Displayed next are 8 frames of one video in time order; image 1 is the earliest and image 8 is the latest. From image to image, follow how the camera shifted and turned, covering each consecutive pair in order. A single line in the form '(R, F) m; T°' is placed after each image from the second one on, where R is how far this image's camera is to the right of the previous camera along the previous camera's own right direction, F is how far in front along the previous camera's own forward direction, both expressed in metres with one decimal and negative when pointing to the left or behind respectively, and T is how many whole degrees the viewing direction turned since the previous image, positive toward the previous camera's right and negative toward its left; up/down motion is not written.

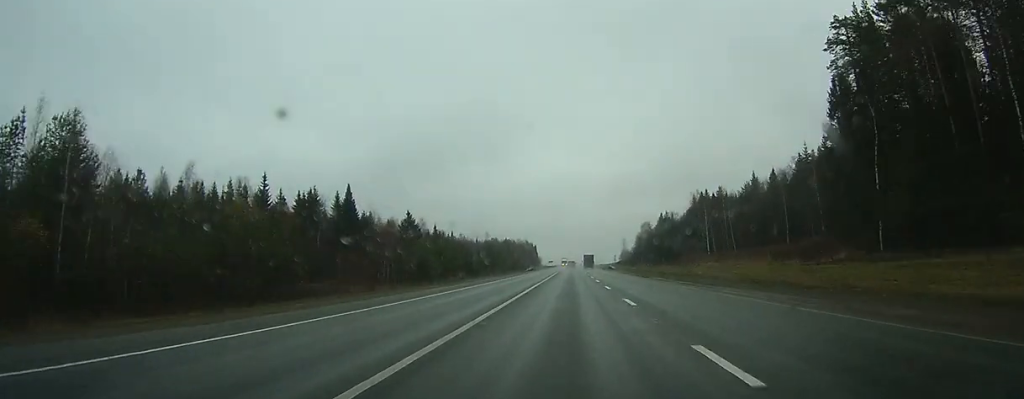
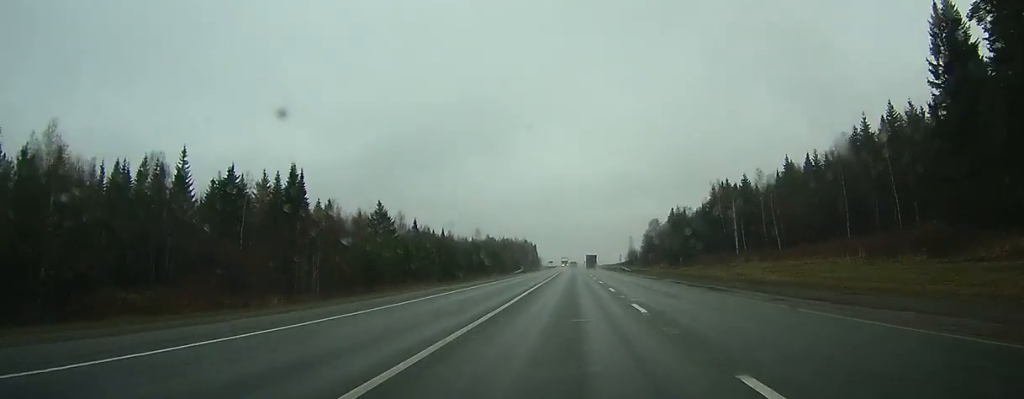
(0.0, +26.0) m; 0°
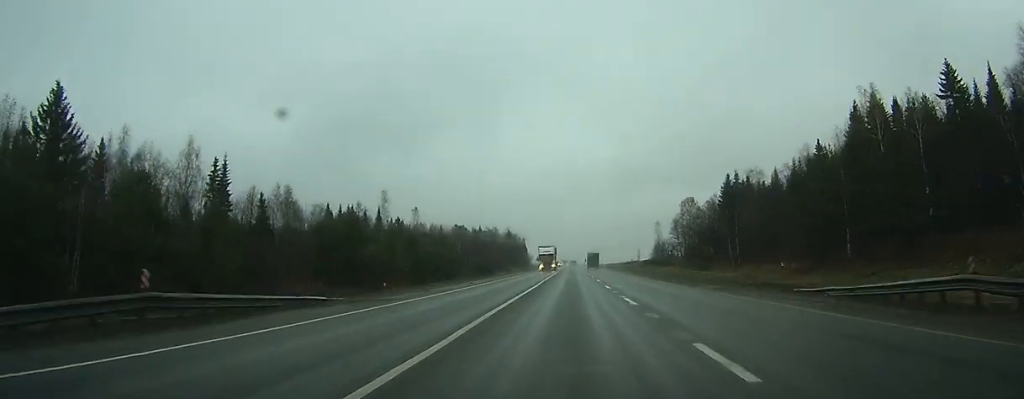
(-0.1, +92.6) m; 0°
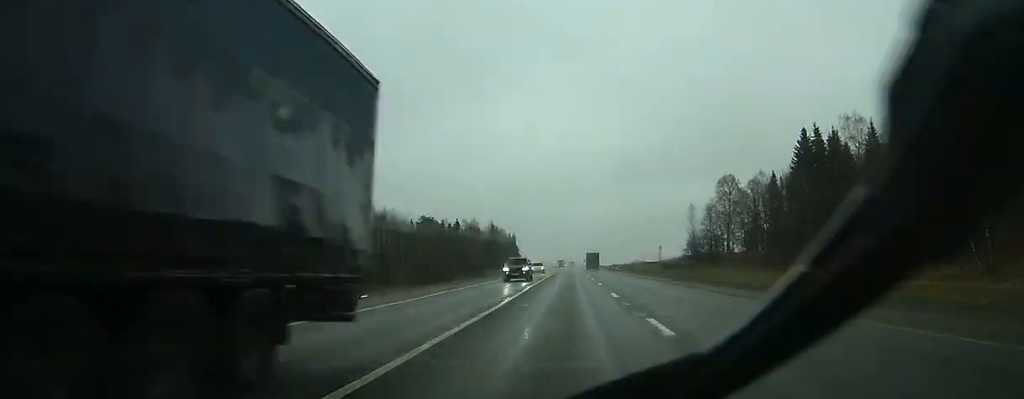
(+0.2, +55.2) m; 0°
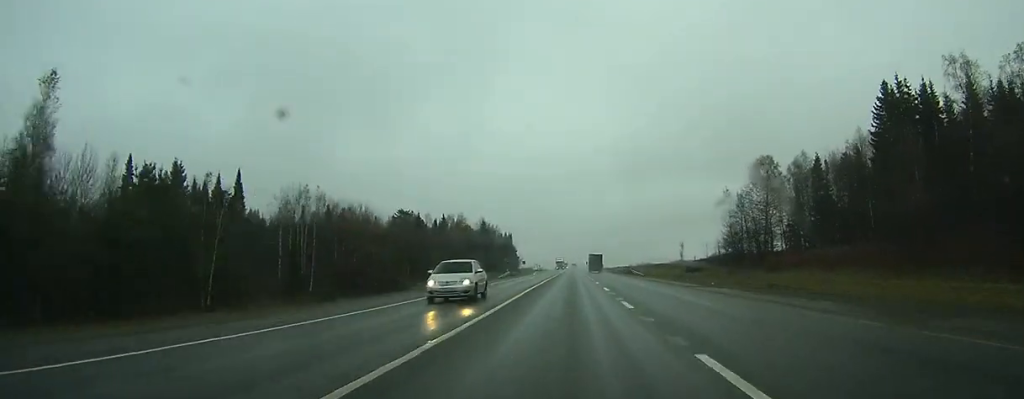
(0.0, +29.2) m; 0°
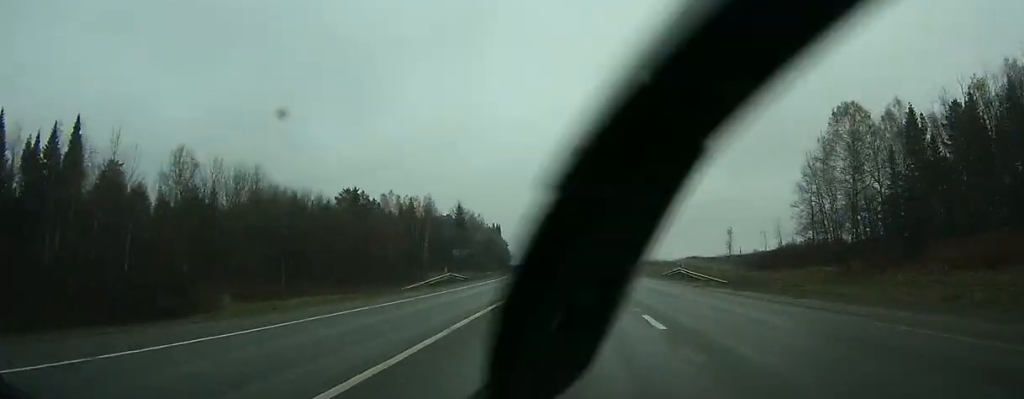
(+0.1, +41.8) m; 0°
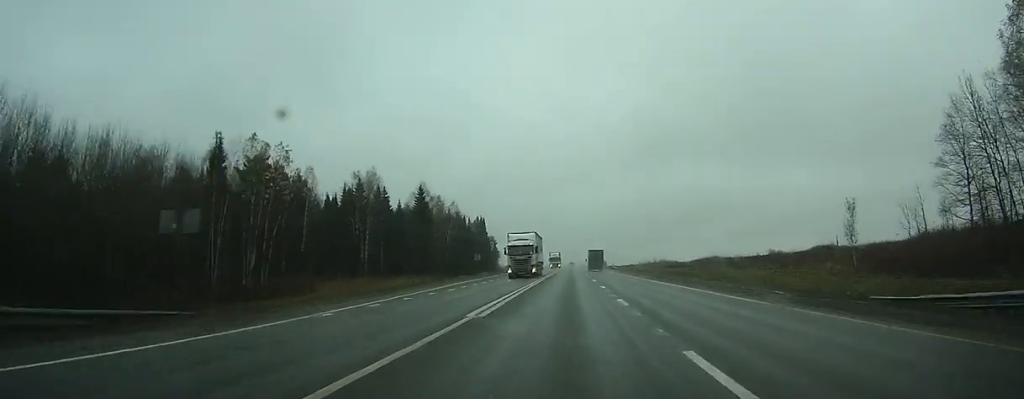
(0.0, +41.4) m; 0°
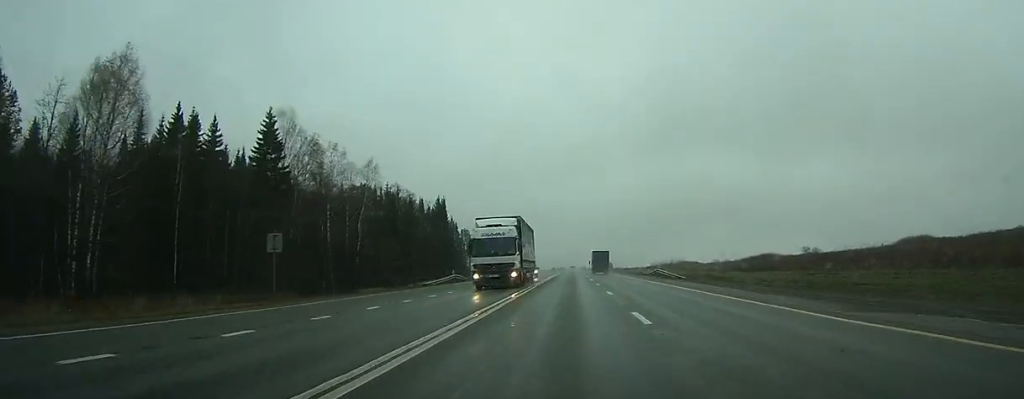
(-0.3, +64.2) m; 0°
